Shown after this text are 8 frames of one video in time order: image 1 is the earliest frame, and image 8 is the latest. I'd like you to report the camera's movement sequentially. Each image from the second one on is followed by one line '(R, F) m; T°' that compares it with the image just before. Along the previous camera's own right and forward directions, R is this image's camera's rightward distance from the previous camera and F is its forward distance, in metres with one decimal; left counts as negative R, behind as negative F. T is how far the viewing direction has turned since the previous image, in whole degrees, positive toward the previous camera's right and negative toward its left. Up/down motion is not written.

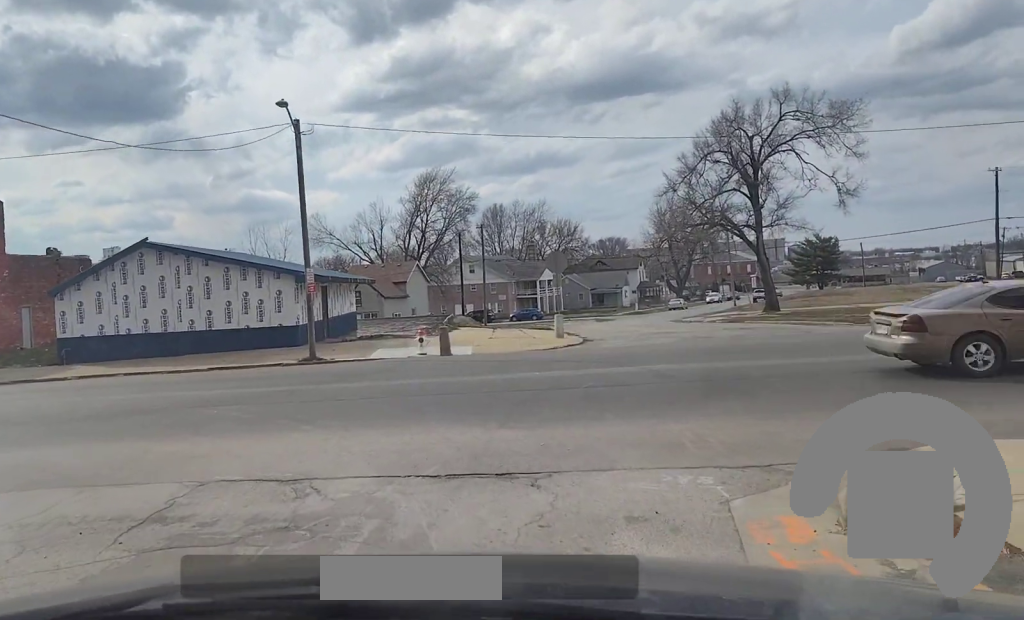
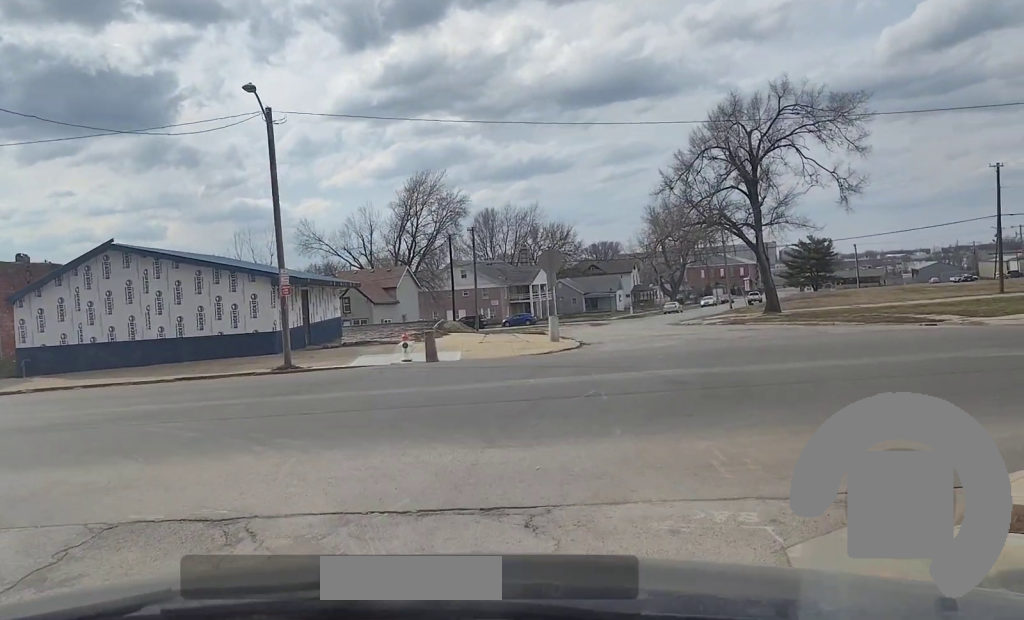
(0.0, +1.8) m; -3°
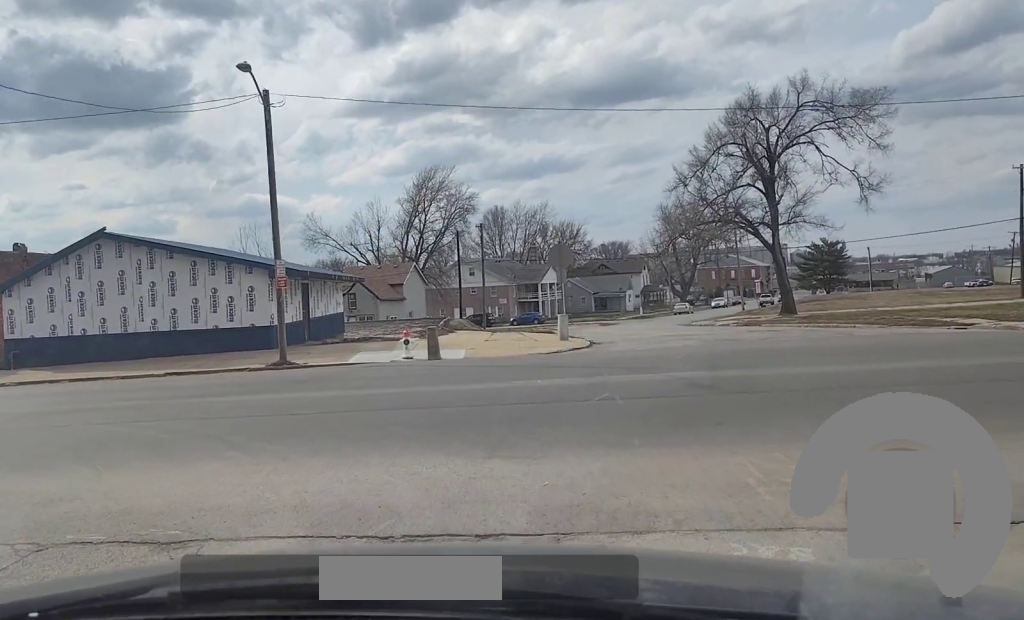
(0.0, +1.3) m; -3°
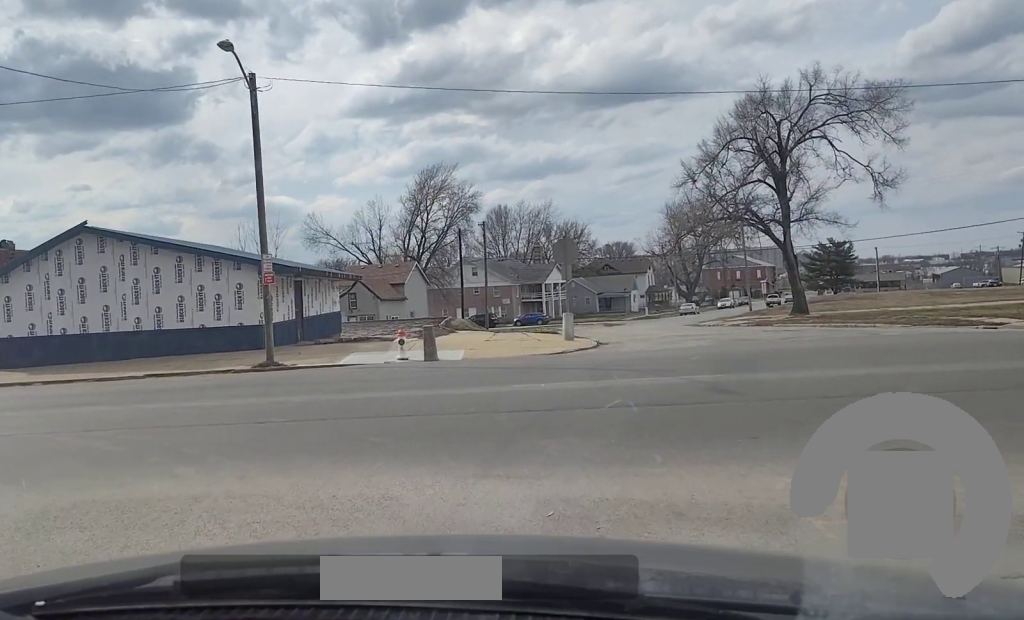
(-0.1, +1.7) m; -2°
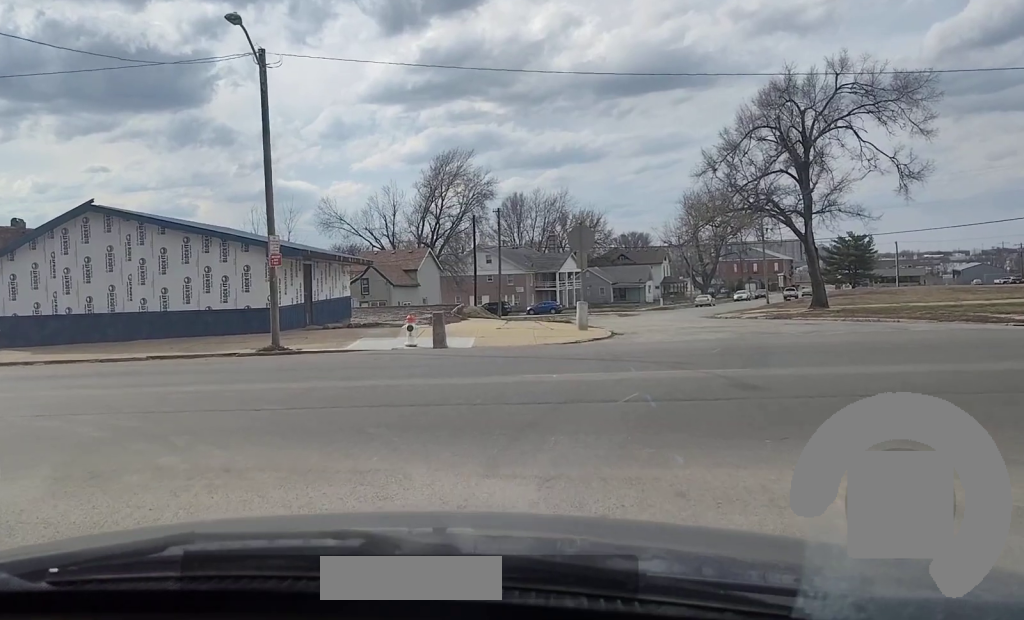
(0.0, +0.8) m; +4°
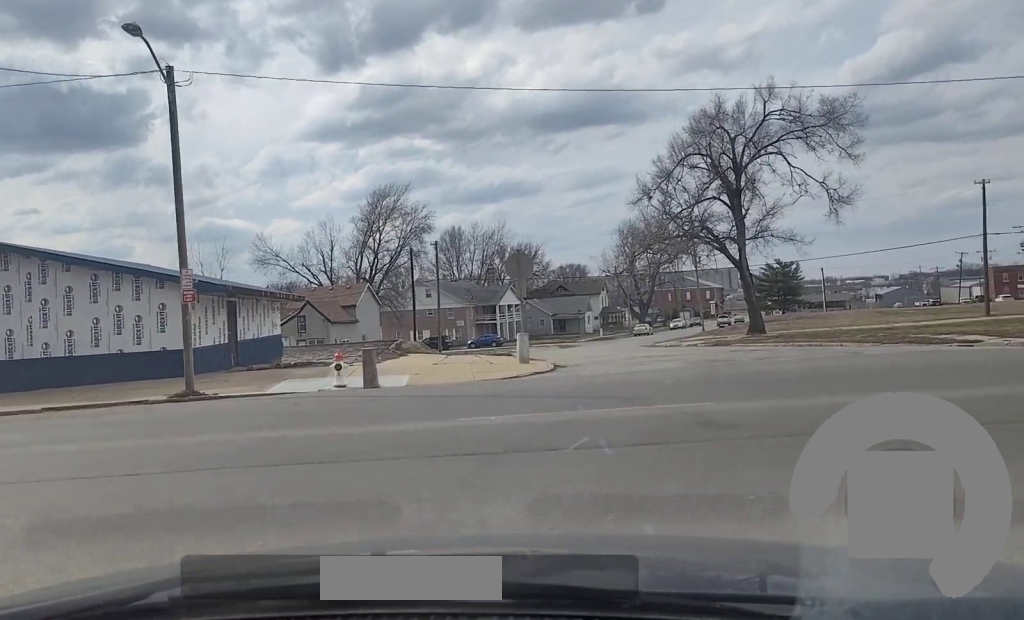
(+0.1, +1.6) m; +8°
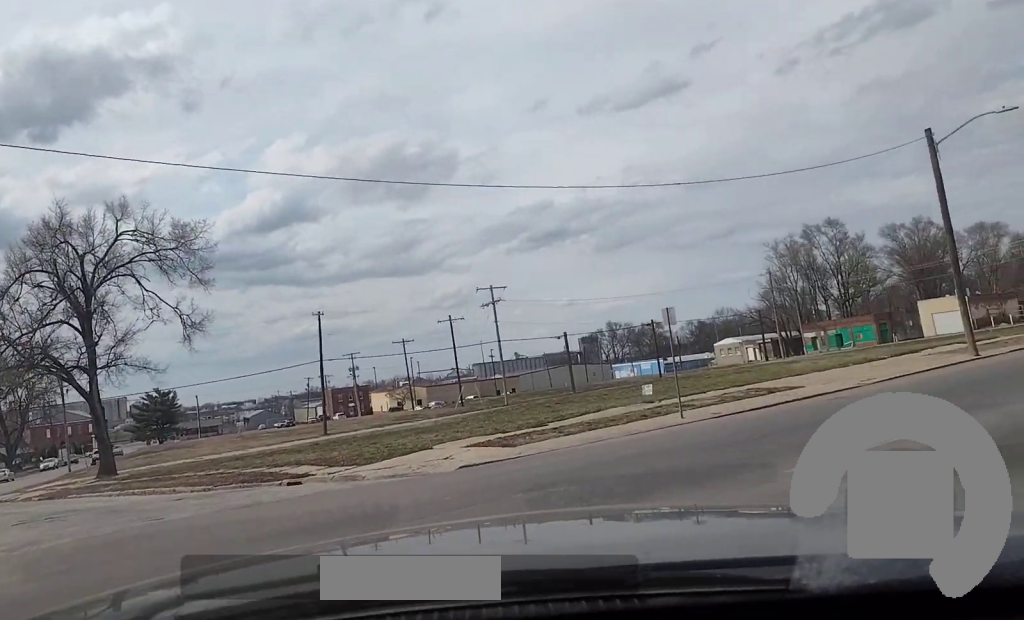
(+2.2, +6.2) m; +47°
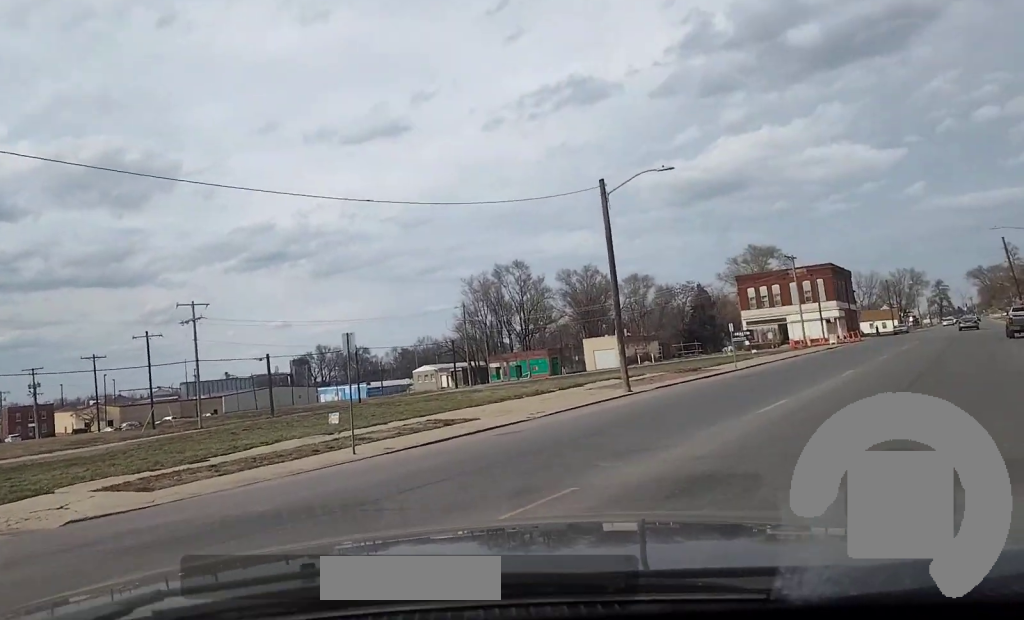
(+0.4, +3.1) m; +22°
